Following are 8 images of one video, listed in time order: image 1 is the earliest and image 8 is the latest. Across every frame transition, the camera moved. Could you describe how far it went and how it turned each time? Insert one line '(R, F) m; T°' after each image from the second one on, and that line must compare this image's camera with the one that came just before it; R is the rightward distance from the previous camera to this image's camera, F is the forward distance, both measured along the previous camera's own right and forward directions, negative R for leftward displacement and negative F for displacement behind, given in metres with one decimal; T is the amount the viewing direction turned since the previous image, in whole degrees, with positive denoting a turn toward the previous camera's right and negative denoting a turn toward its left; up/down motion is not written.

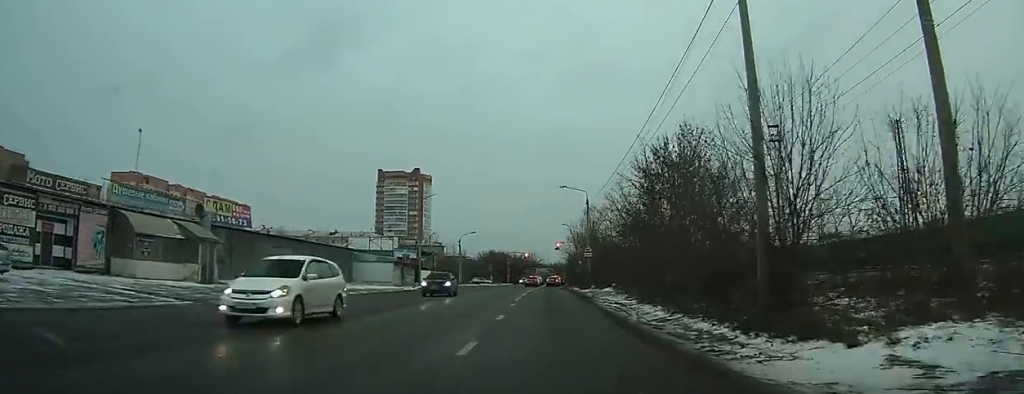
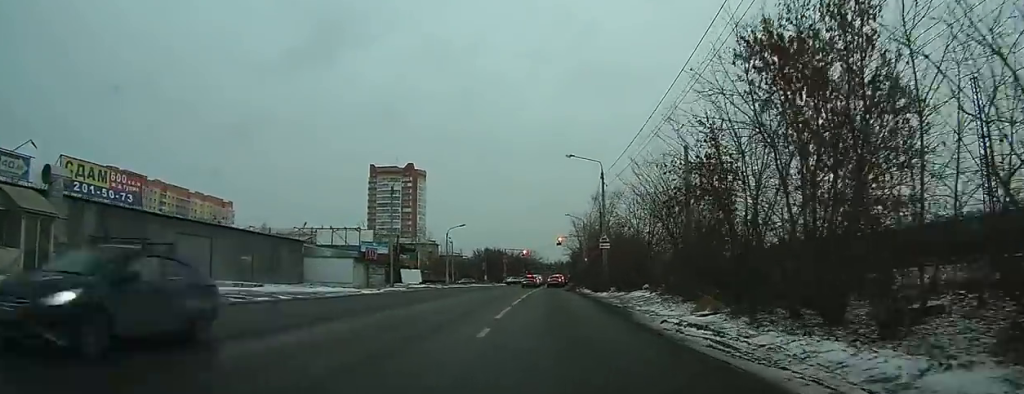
(+0.2, +13.3) m; +2°
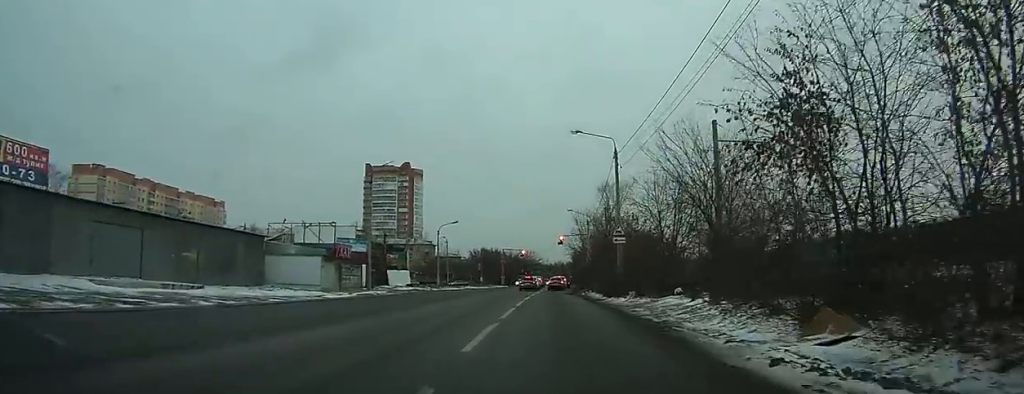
(+0.1, +7.2) m; +1°
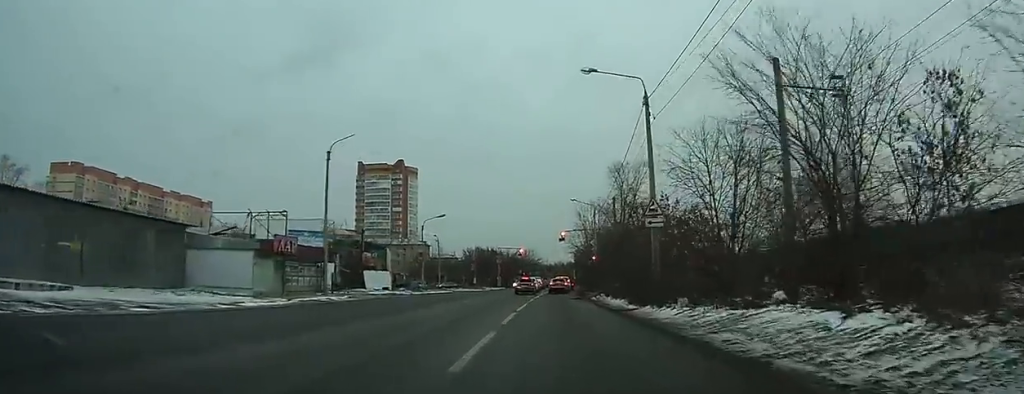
(+0.1, +10.0) m; +1°
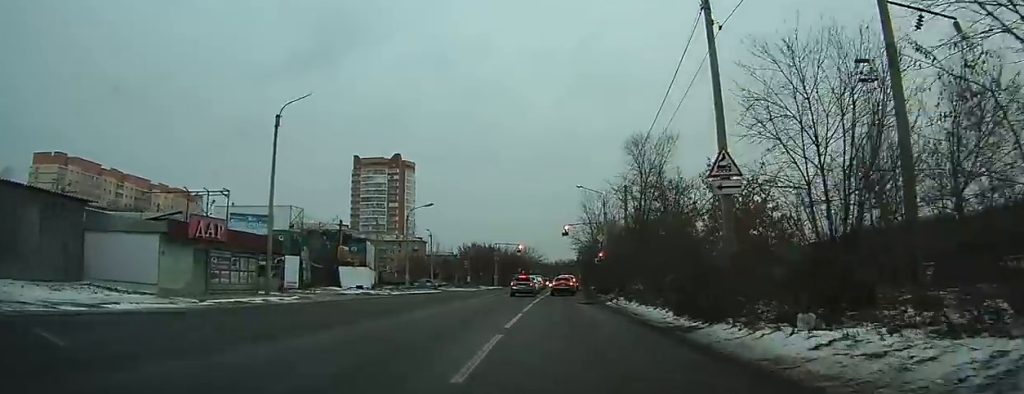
(0.0, +8.3) m; 0°
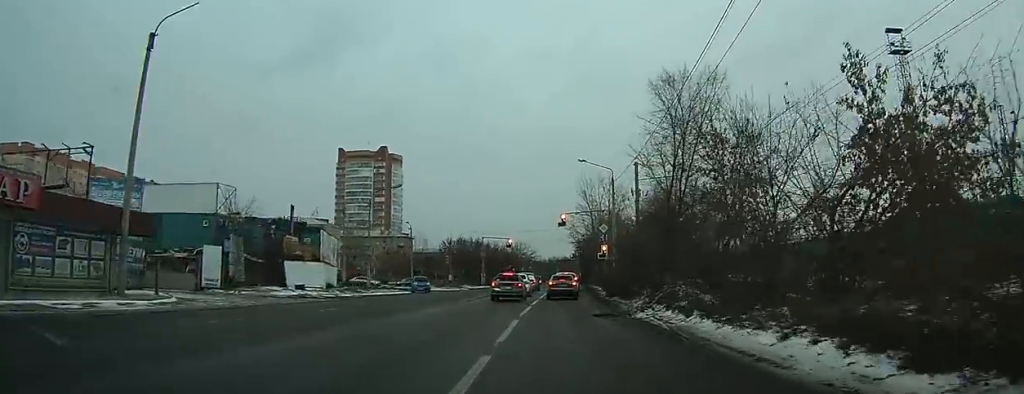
(0.0, +10.6) m; 0°
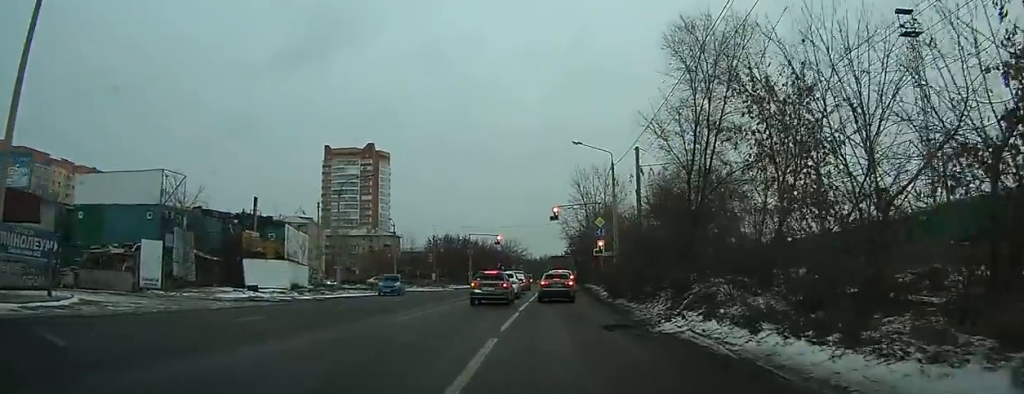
(0.0, +5.1) m; 0°
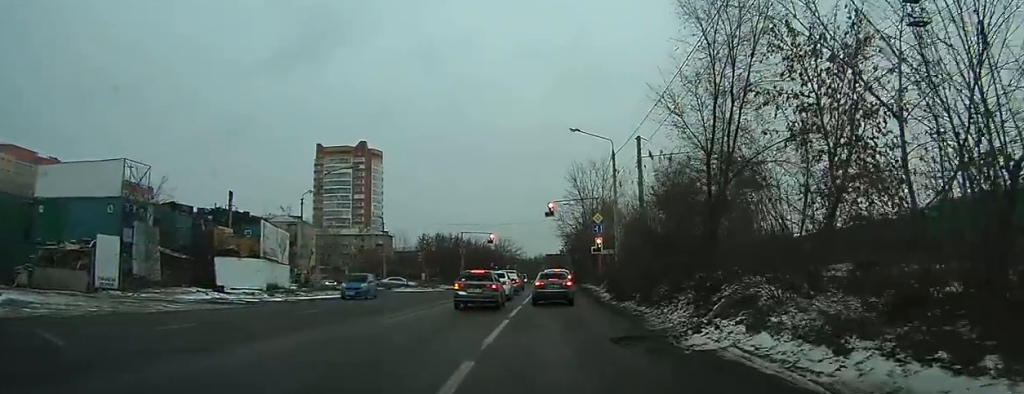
(0.0, +3.0) m; 0°
